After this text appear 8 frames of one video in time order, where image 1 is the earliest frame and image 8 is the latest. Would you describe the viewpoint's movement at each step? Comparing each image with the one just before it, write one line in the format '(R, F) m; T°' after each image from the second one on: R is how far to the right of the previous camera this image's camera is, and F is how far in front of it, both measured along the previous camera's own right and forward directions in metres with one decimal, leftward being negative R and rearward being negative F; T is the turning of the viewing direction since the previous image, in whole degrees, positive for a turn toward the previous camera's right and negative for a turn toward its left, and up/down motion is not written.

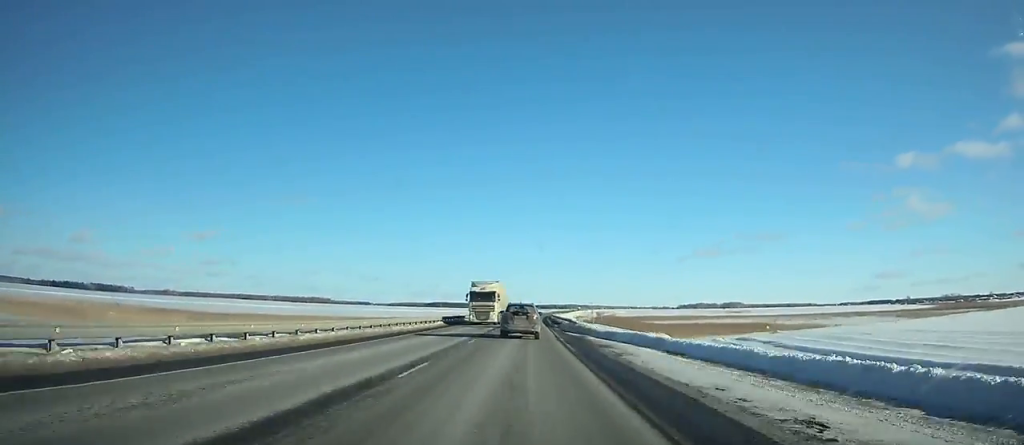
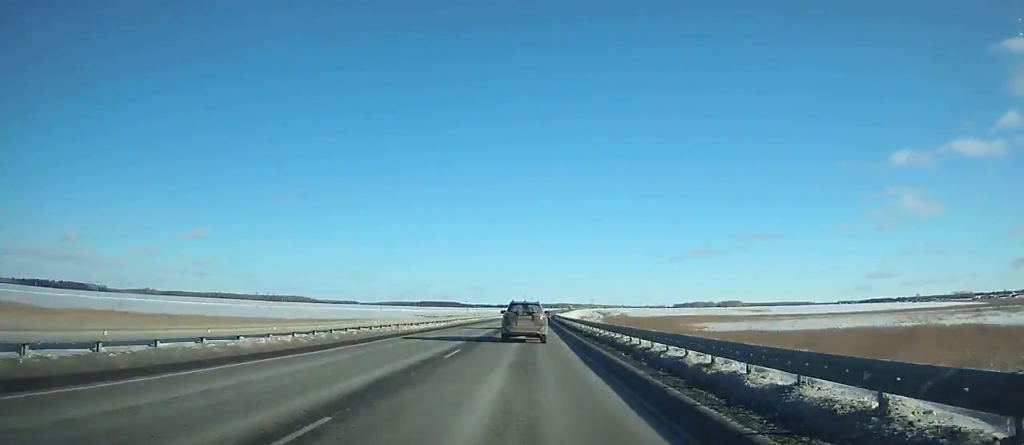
(+0.8, +78.9) m; +1°
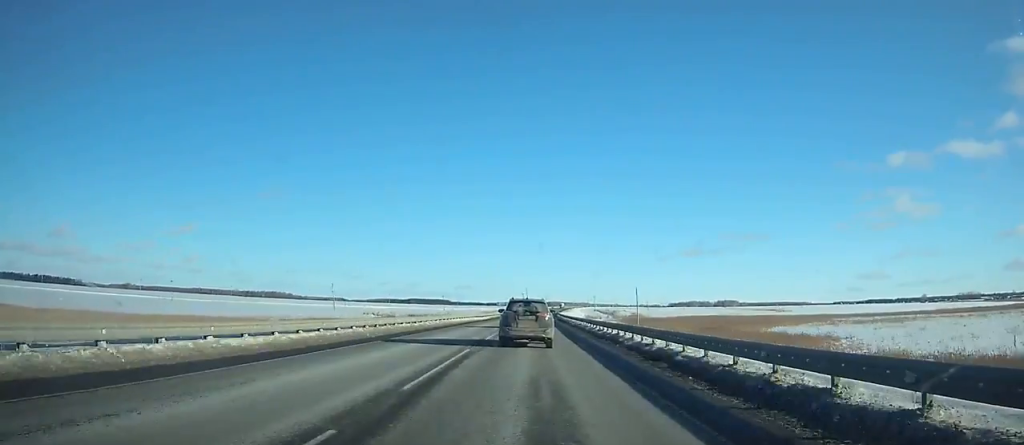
(+0.5, +60.3) m; +1°
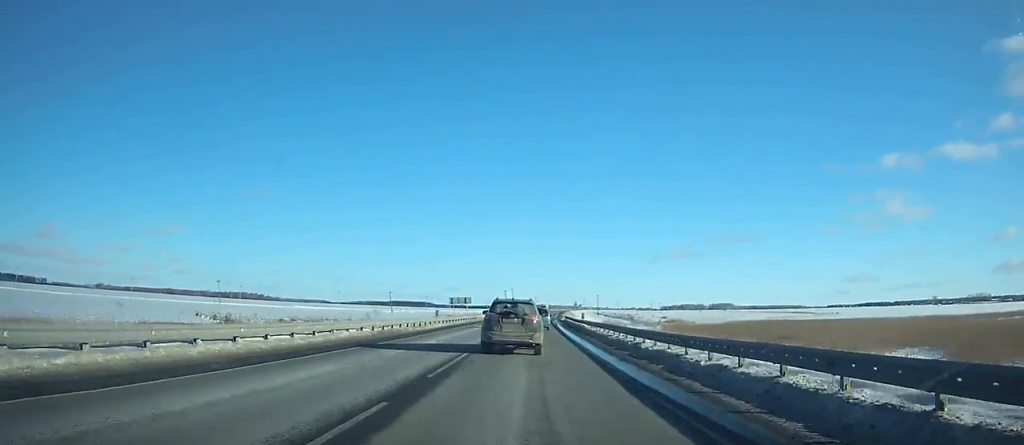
(+0.8, +84.4) m; +1°
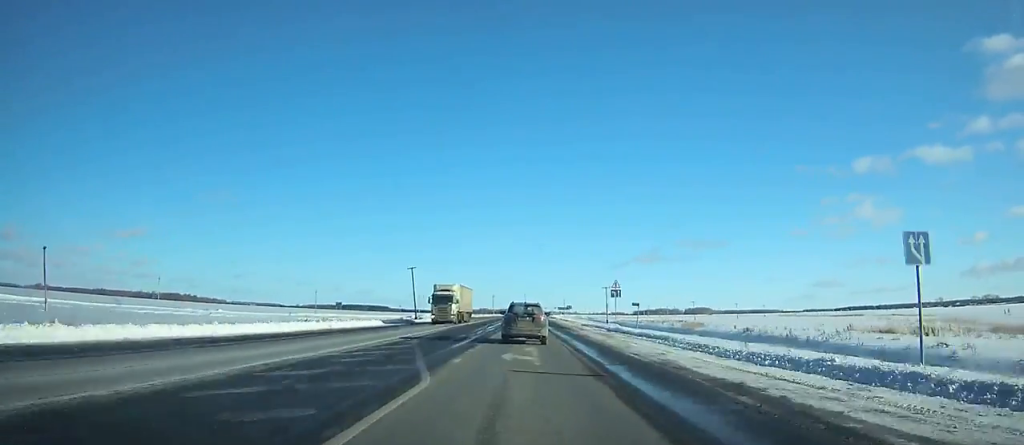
(+3.6, +139.2) m; +3°
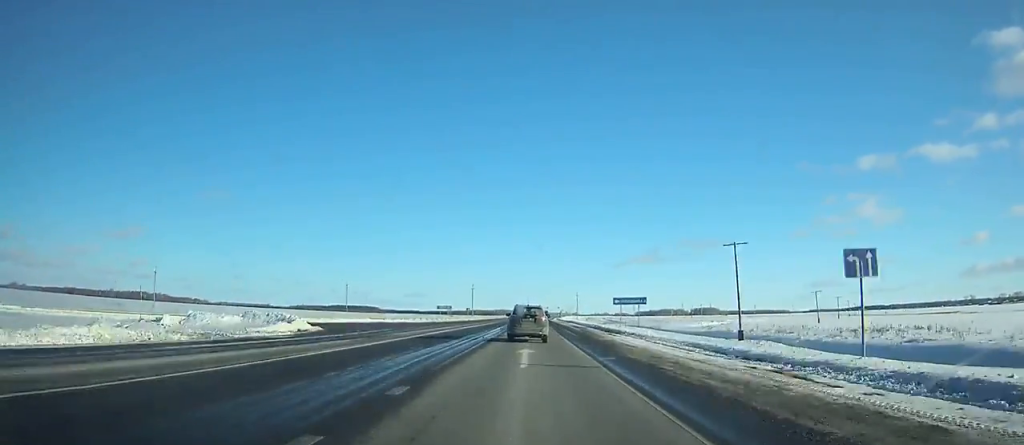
(+0.8, +95.4) m; +1°
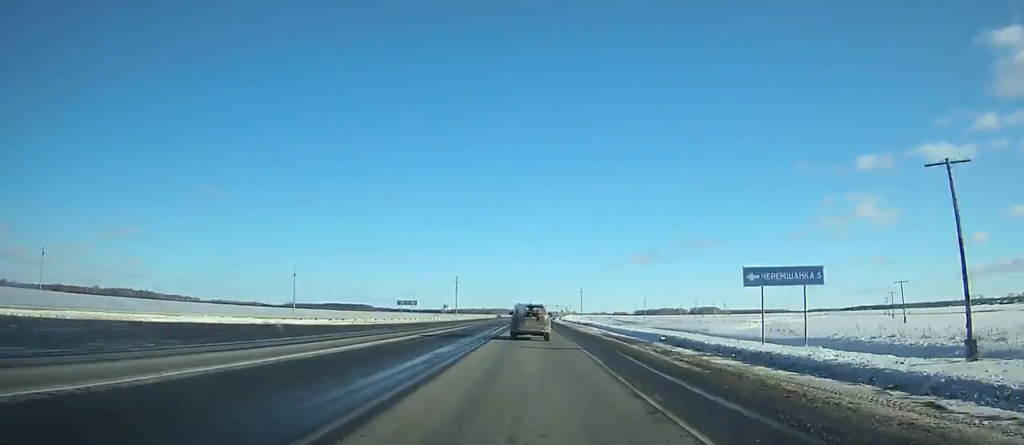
(+0.1, +31.1) m; 0°
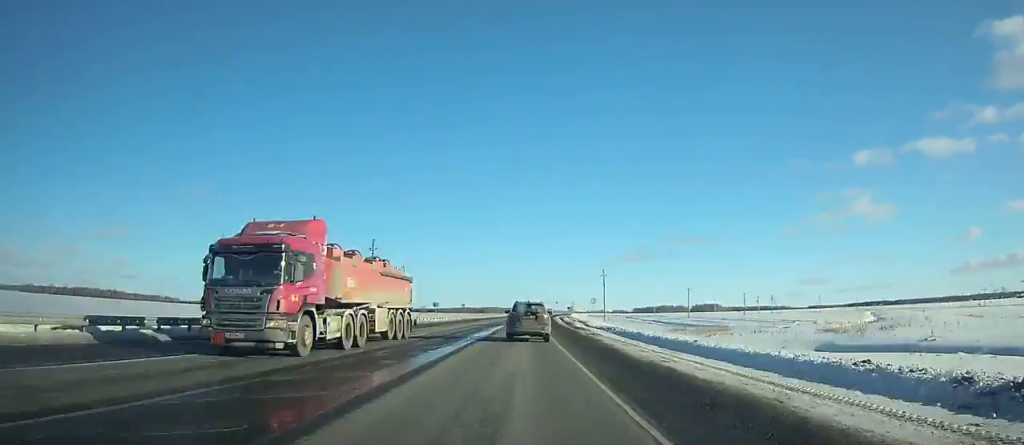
(+0.3, +72.8) m; +1°
